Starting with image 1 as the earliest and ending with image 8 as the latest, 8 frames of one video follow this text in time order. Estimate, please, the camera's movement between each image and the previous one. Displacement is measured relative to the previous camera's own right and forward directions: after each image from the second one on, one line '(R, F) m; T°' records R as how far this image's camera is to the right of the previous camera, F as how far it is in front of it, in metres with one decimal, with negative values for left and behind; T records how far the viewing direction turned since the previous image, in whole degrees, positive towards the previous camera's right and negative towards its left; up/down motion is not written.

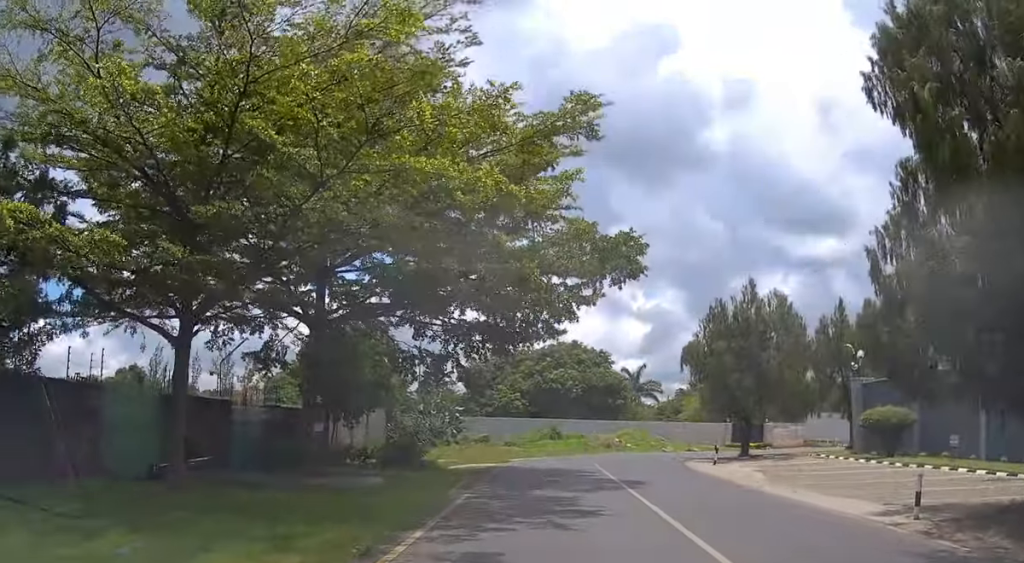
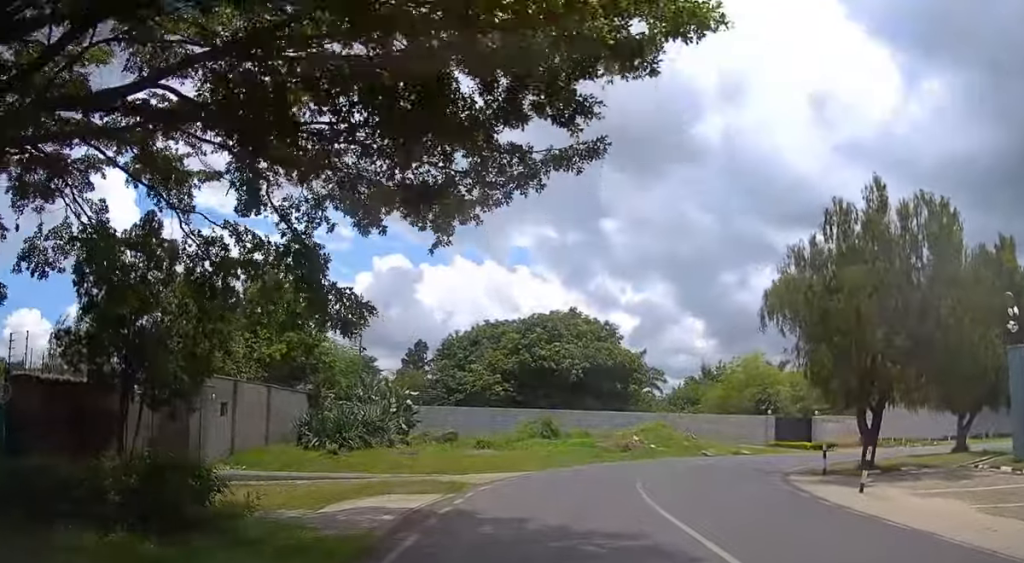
(0.0, +14.0) m; +1°
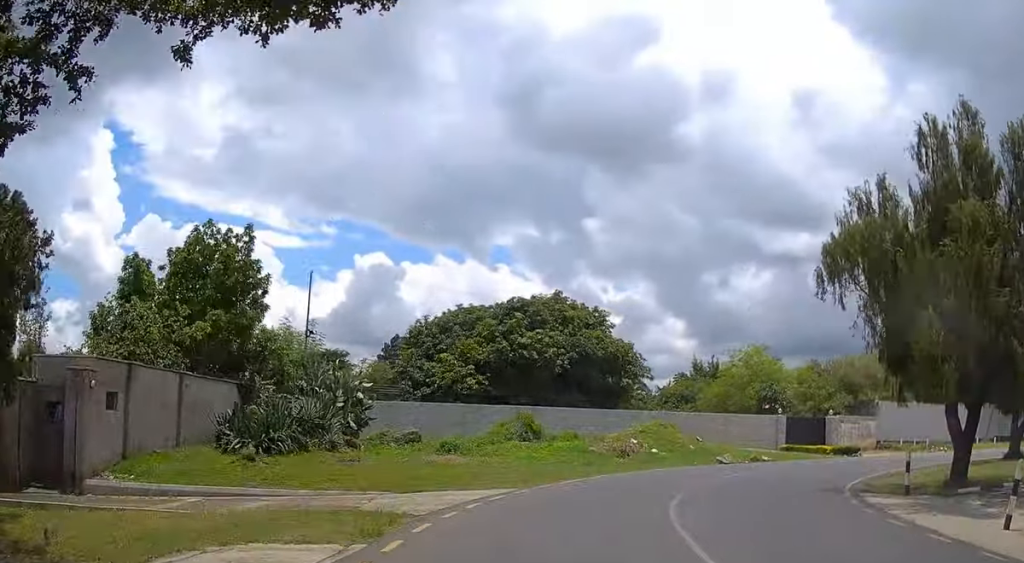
(0.0, +5.7) m; +2°
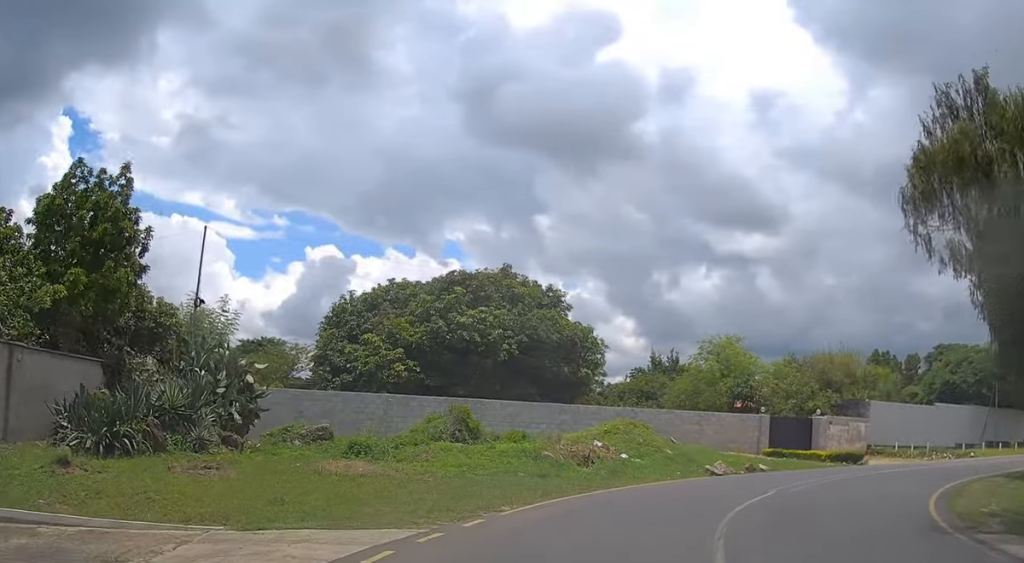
(+0.3, +6.0) m; +5°
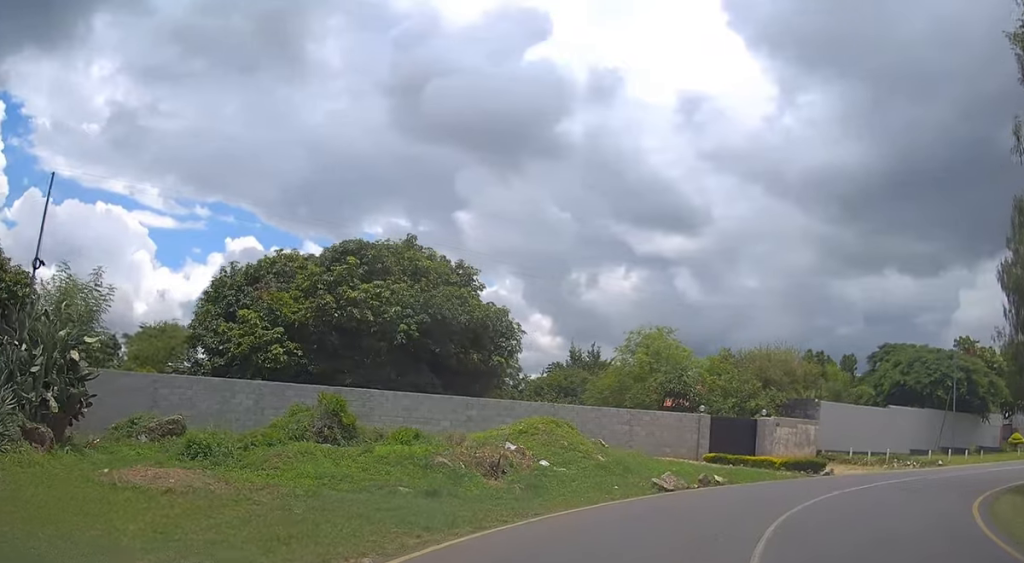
(+0.2, +4.9) m; +5°
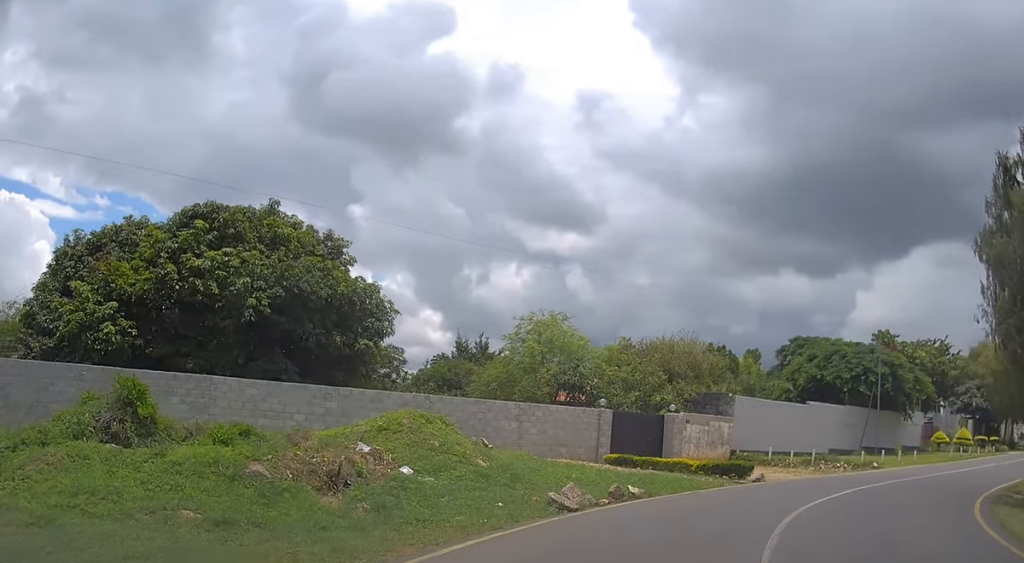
(+0.2, +4.2) m; +6°
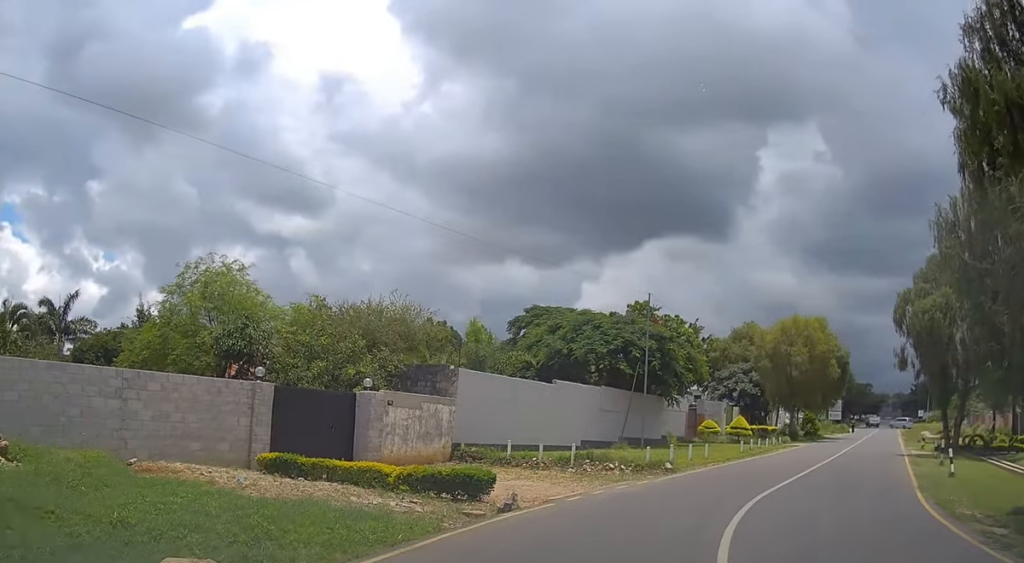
(+1.6, +9.3) m; +20°
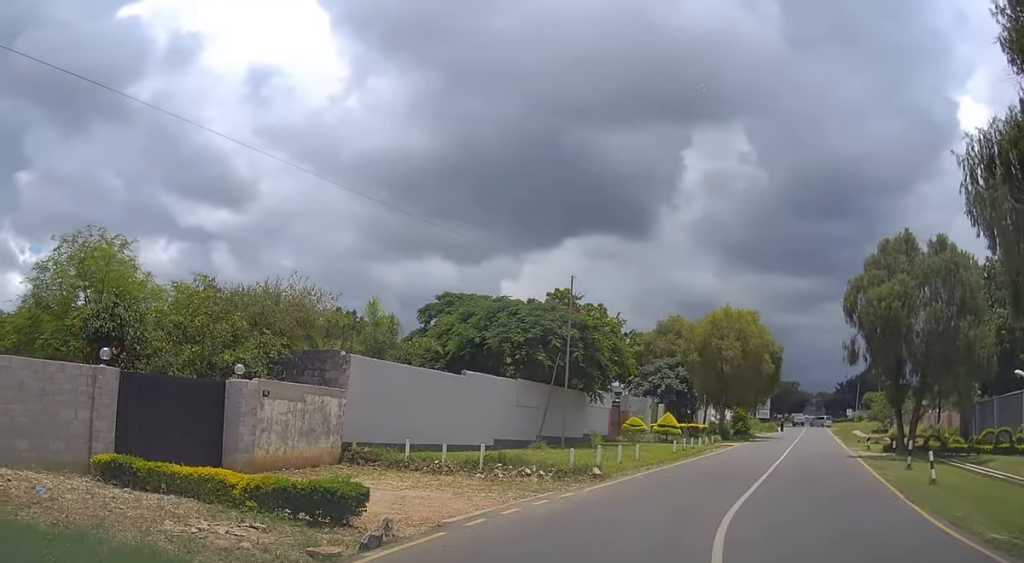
(+0.3, +3.4) m; +8°
